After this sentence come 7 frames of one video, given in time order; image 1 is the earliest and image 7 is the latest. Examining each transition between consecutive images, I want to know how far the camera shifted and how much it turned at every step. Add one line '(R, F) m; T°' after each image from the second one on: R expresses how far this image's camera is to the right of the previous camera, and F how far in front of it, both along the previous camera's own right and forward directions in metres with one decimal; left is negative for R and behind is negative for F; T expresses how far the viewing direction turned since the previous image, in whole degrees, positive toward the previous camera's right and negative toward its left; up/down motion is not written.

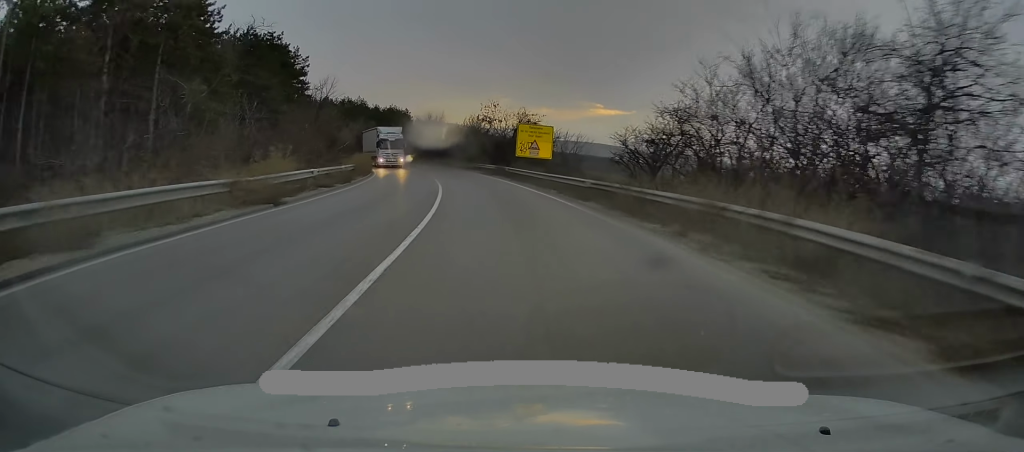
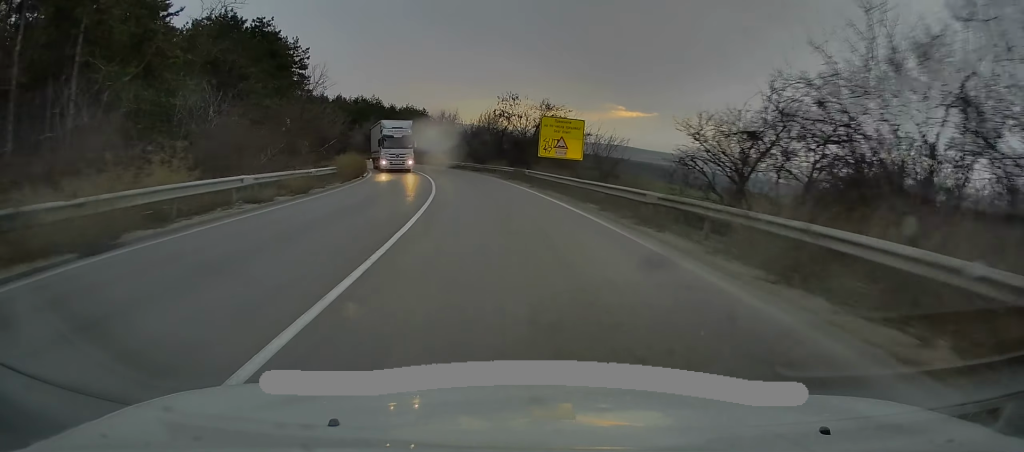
(-0.3, +8.5) m; -2°
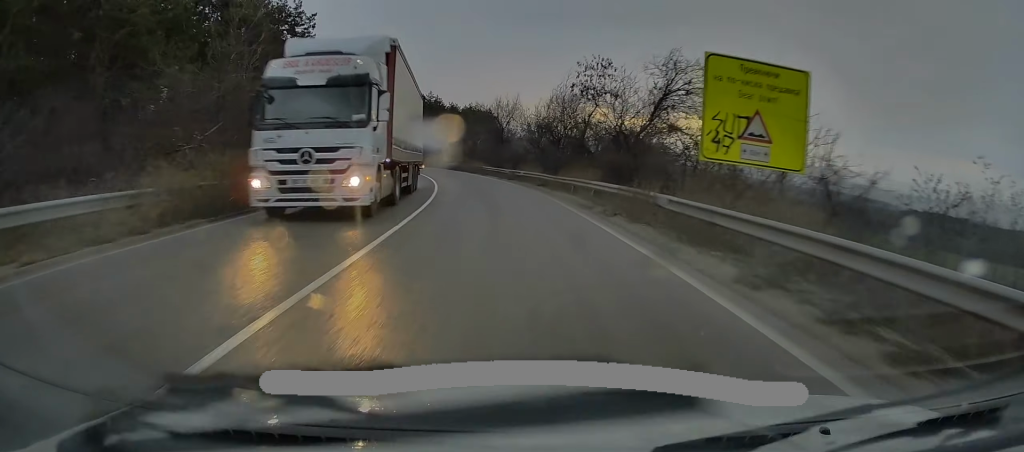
(-1.1, +22.6) m; -6°
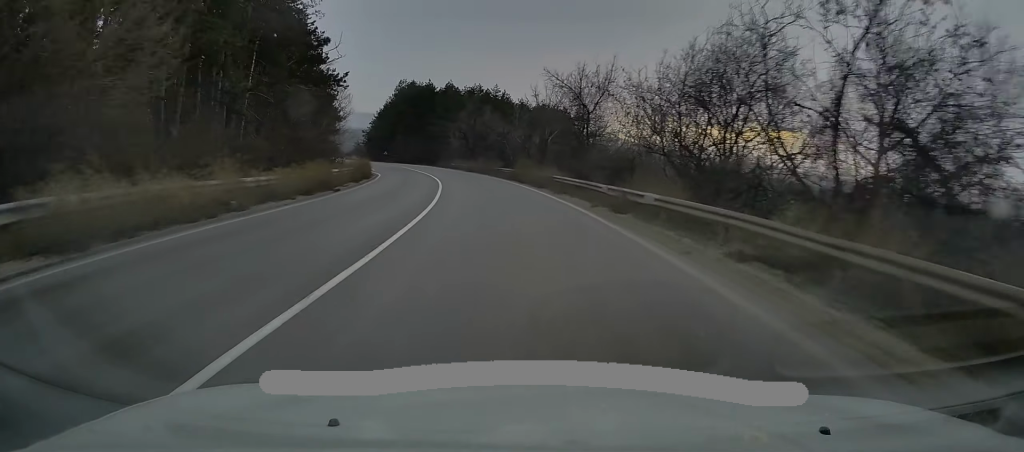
(-1.1, +22.9) m; -6°
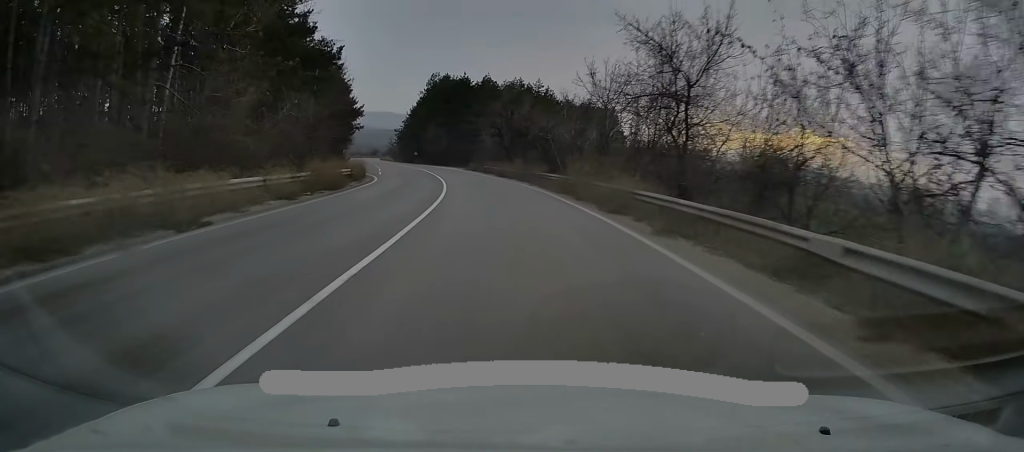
(-0.5, +13.8) m; -3°
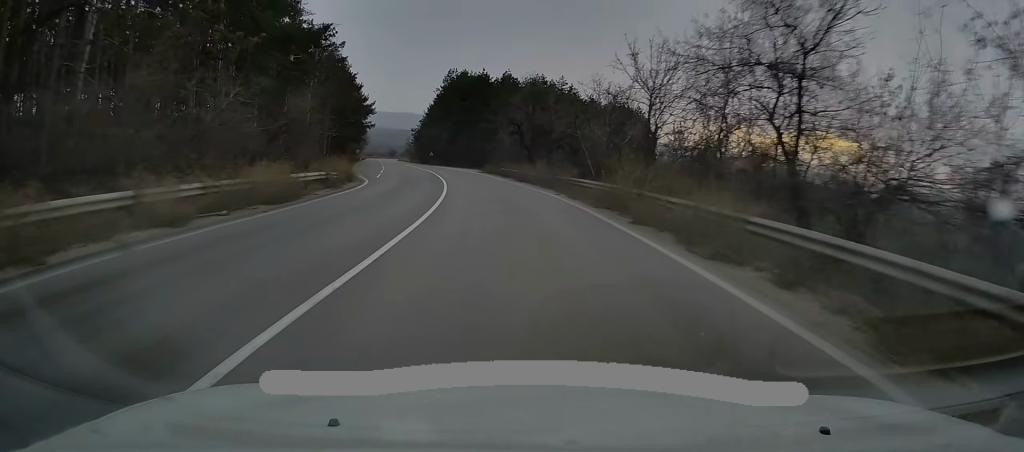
(+0.1, +7.6) m; -2°
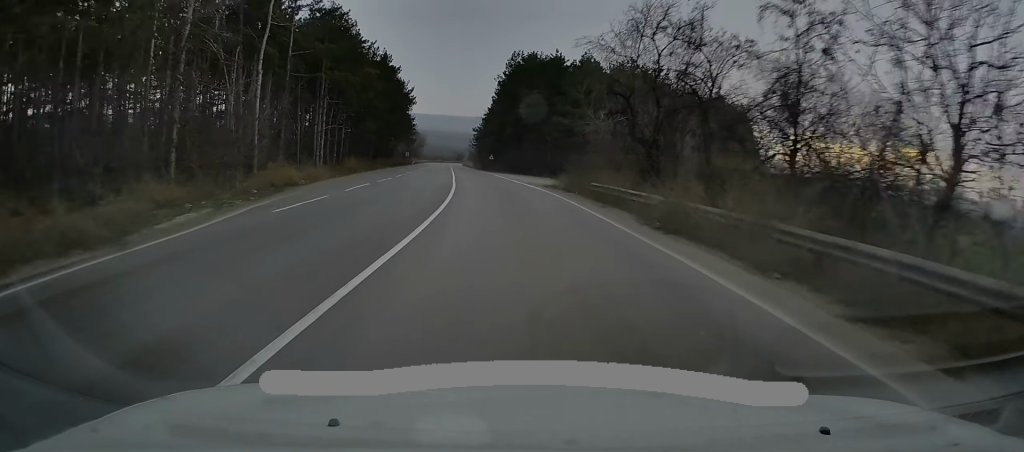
(-1.7, +25.7) m; -7°
